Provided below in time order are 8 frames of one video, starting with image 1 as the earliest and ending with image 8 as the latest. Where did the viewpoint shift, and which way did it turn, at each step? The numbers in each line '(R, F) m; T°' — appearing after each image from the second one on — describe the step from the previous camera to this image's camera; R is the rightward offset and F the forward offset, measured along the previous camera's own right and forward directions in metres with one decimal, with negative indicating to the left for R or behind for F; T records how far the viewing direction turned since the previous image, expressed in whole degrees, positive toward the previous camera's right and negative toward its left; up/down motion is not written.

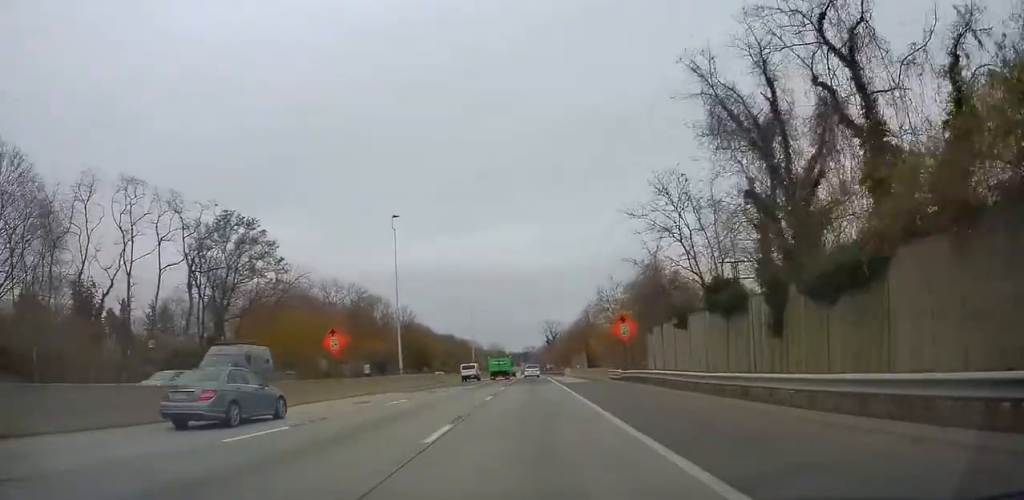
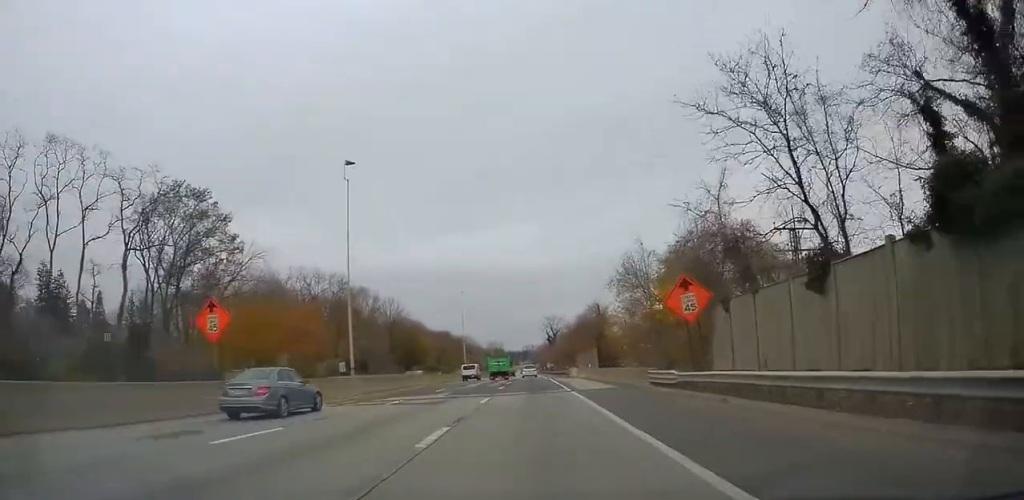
(-0.1, +13.6) m; 0°
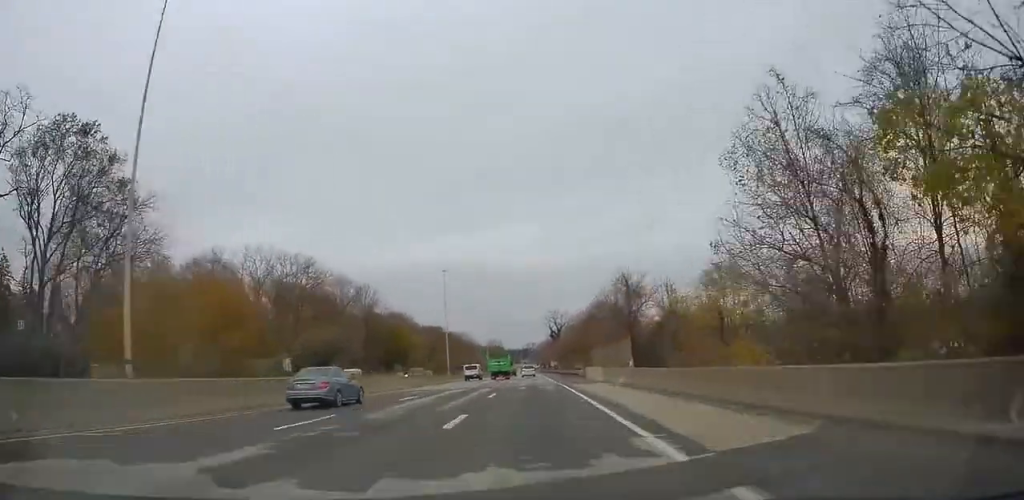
(-0.1, +21.8) m; 0°
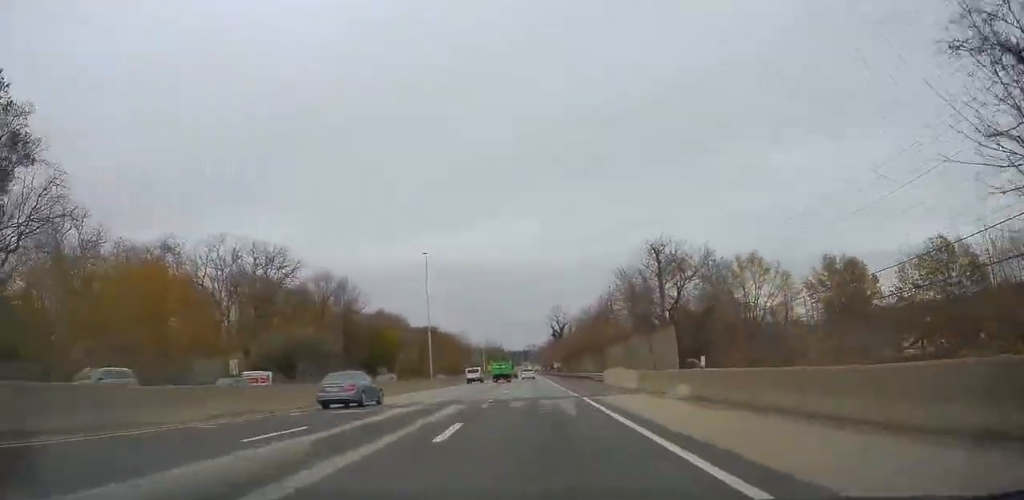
(0.0, +13.5) m; 0°
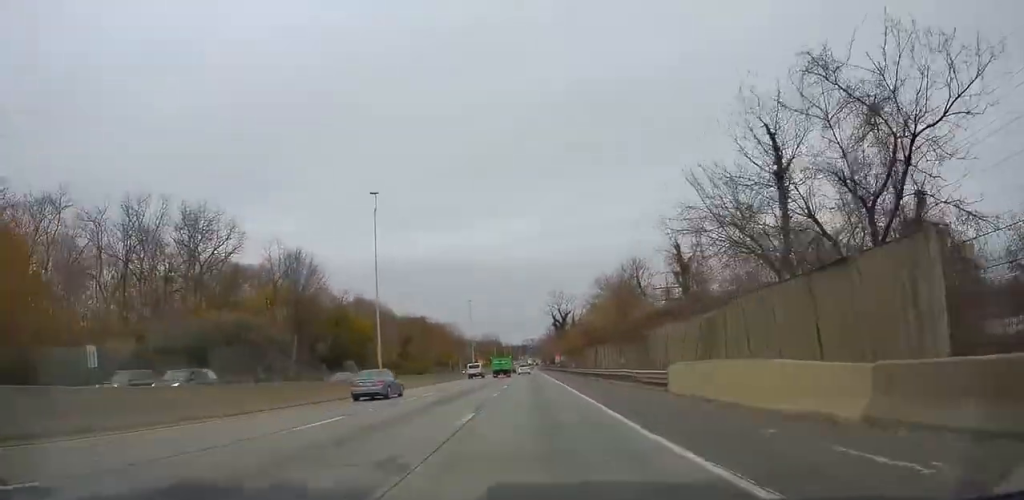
(0.0, +21.1) m; 0°
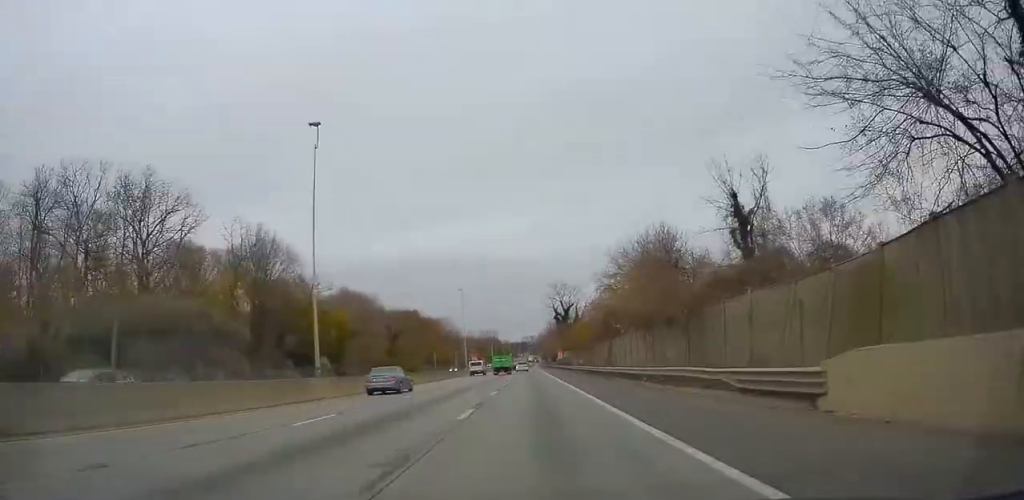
(0.0, +12.9) m; 0°
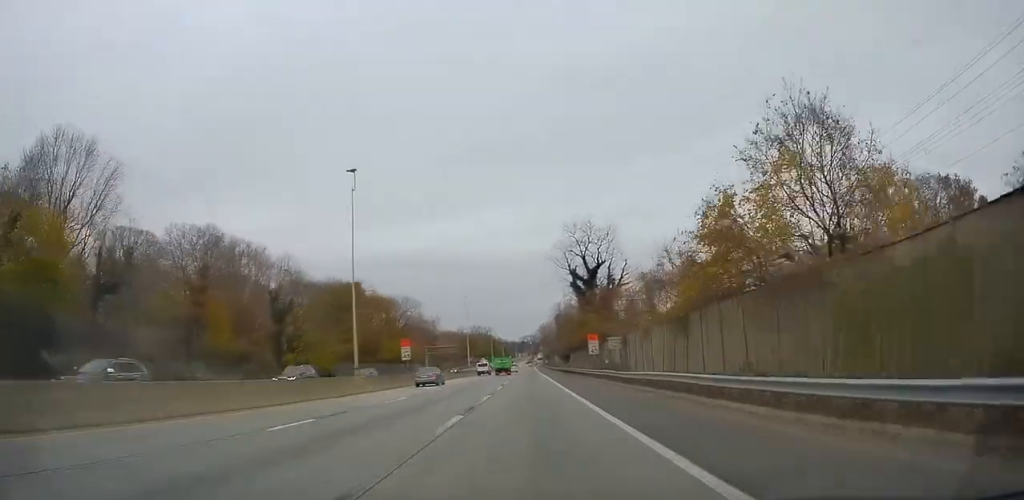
(-0.1, +63.7) m; 0°
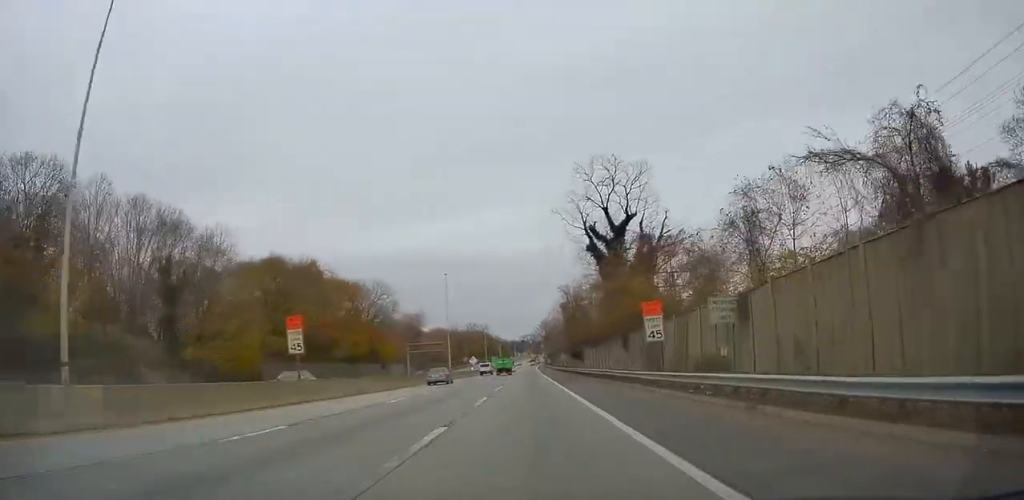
(-0.1, +26.0) m; +1°
